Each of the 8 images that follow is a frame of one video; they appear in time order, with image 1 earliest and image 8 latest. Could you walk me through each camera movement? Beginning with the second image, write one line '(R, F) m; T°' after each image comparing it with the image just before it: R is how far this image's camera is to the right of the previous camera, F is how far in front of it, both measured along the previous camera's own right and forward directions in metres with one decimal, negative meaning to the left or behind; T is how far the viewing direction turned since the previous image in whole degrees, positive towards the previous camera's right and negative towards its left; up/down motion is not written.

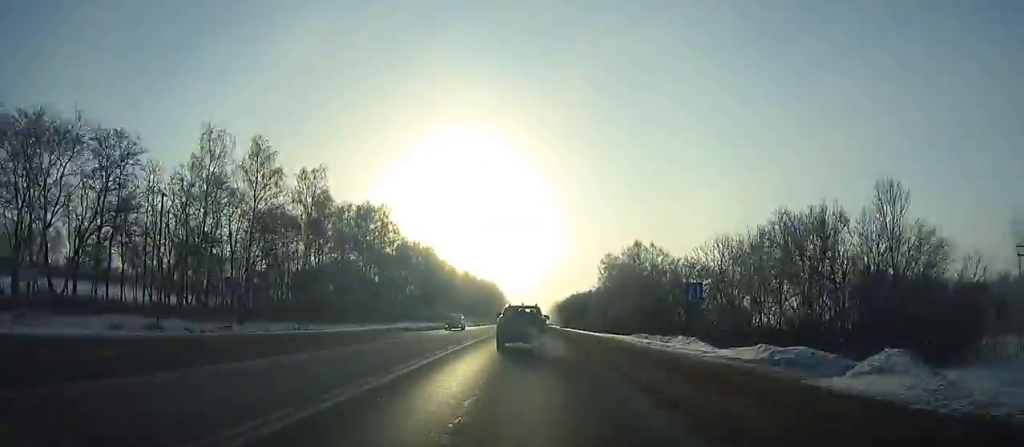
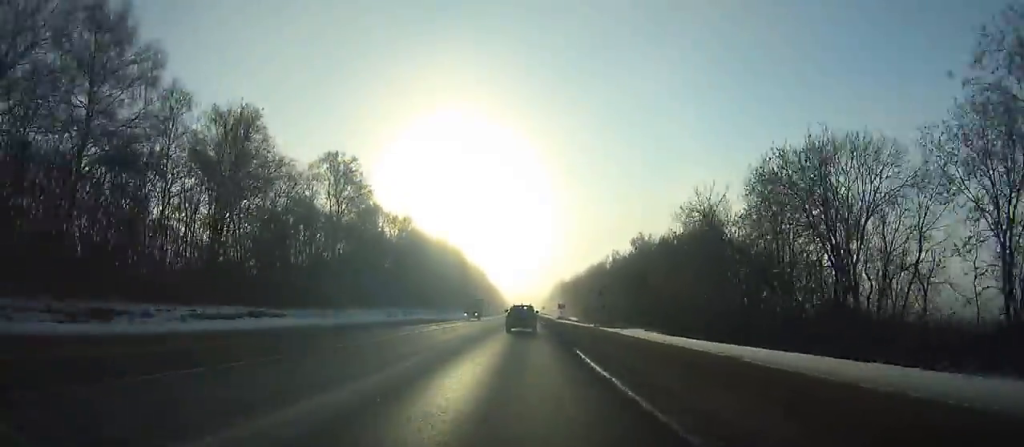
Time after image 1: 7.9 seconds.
(-1.0, +166.2) m; 0°
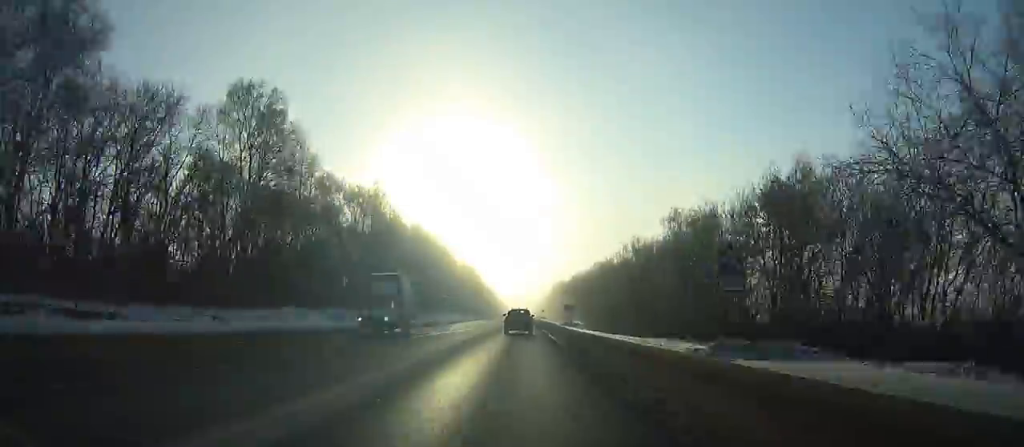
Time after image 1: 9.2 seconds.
(0.0, +28.0) m; 0°
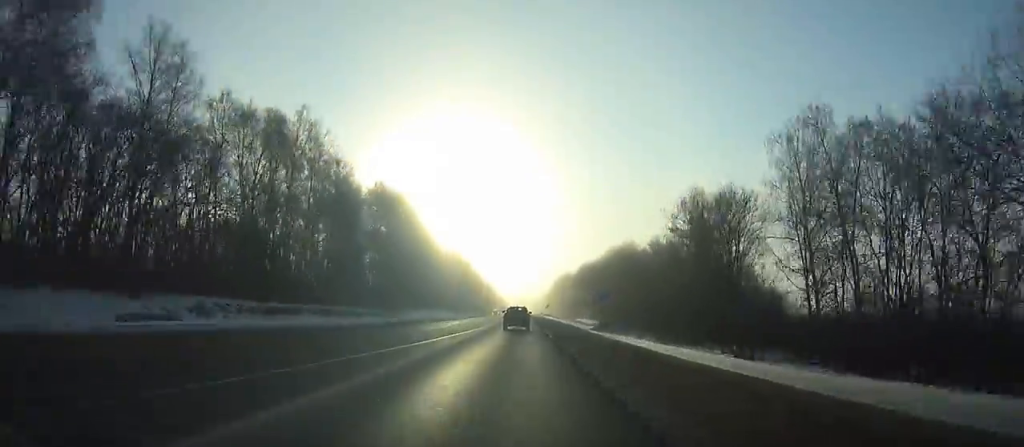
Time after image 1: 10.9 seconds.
(+0.2, +37.3) m; 0°
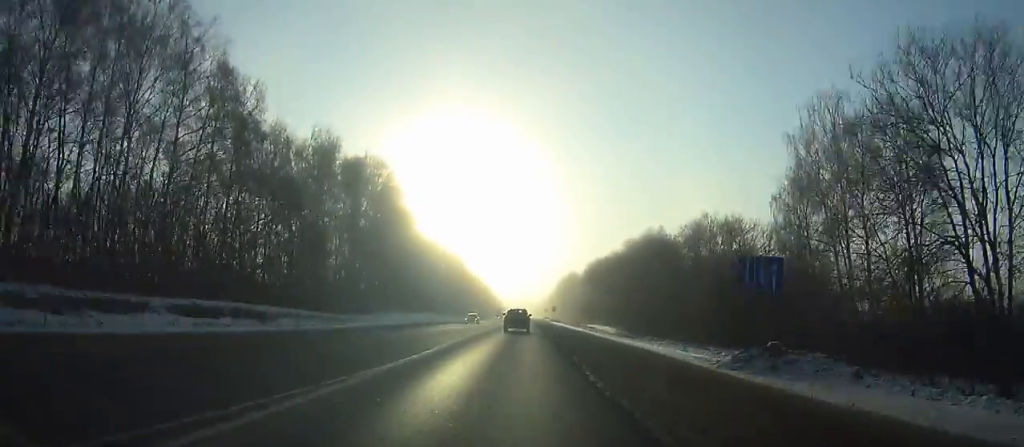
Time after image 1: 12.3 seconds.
(+0.2, +30.7) m; 0°
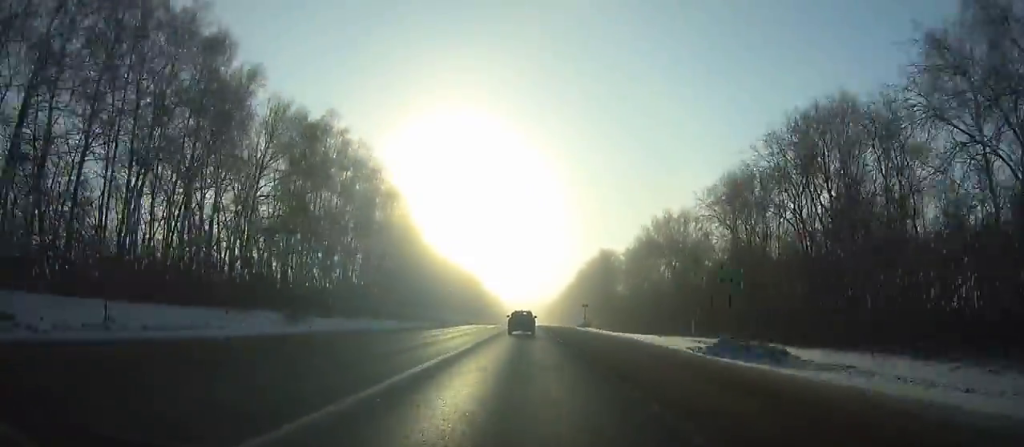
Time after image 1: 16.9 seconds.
(-0.9, +102.5) m; -1°
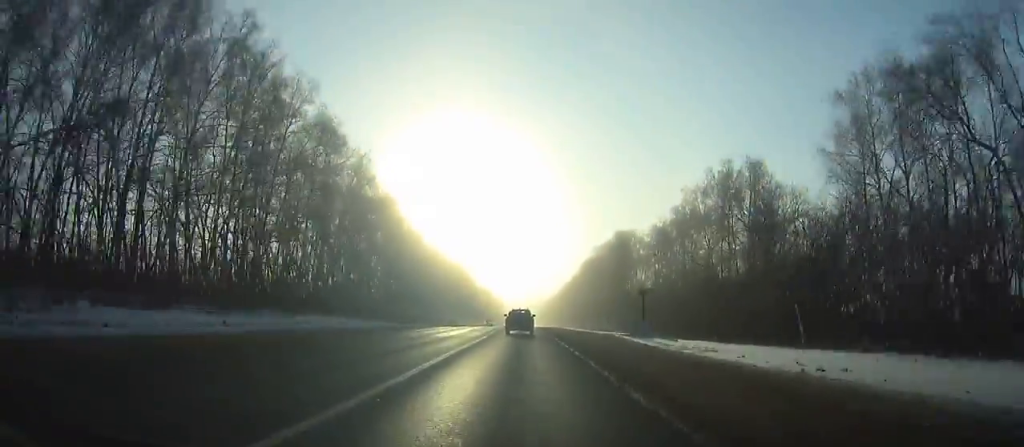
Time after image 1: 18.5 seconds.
(-0.1, +35.7) m; 0°
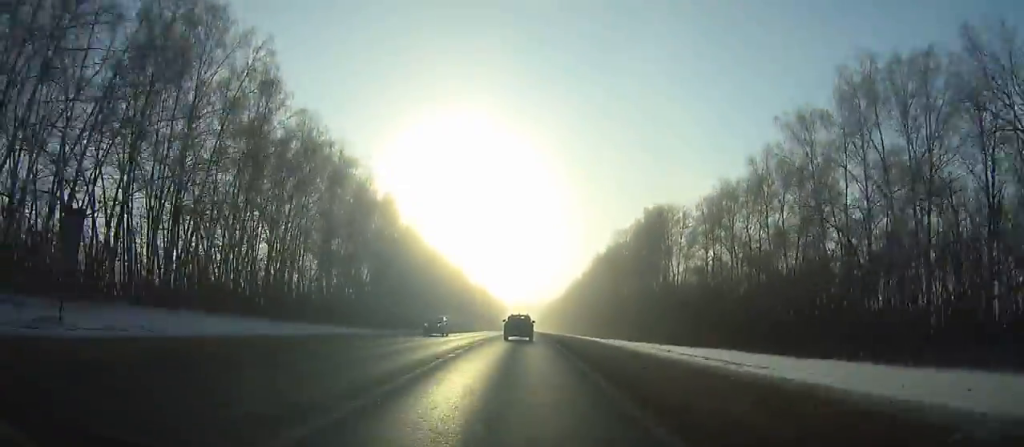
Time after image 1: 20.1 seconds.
(+0.1, +35.7) m; 0°
